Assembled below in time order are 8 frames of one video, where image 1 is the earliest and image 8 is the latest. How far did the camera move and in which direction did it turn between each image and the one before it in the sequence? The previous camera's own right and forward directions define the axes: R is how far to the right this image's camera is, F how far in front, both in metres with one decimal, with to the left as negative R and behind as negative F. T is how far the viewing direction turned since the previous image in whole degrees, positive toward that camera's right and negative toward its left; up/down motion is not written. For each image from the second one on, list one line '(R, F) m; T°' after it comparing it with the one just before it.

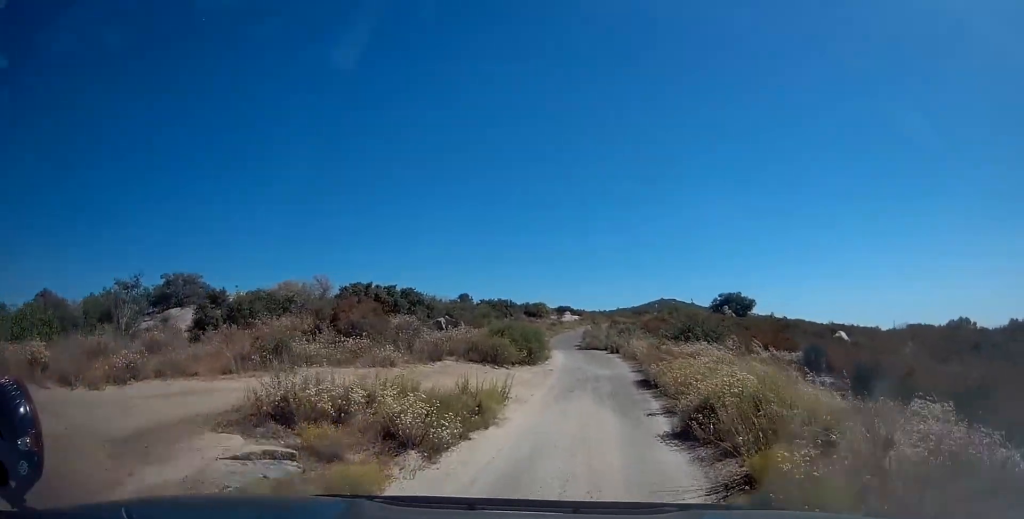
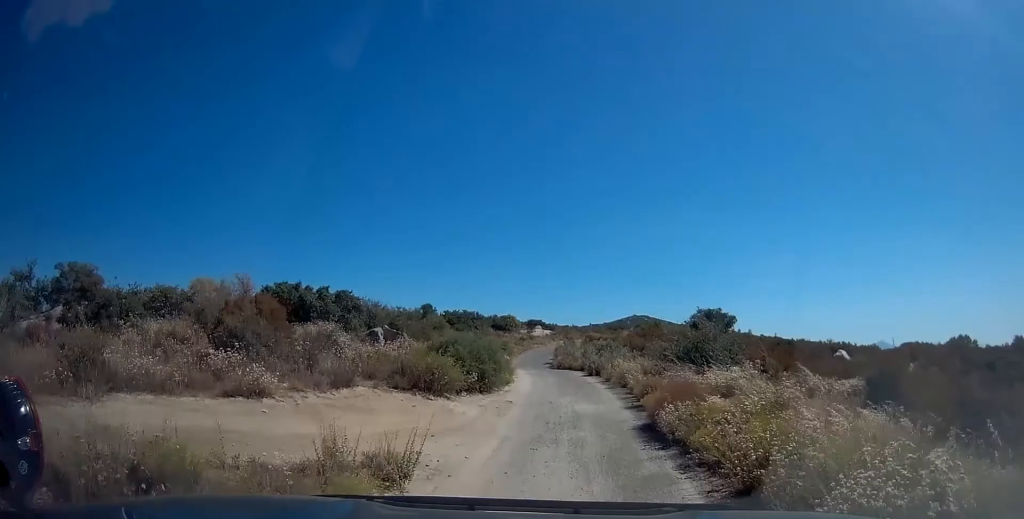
(+0.5, +5.9) m; +5°
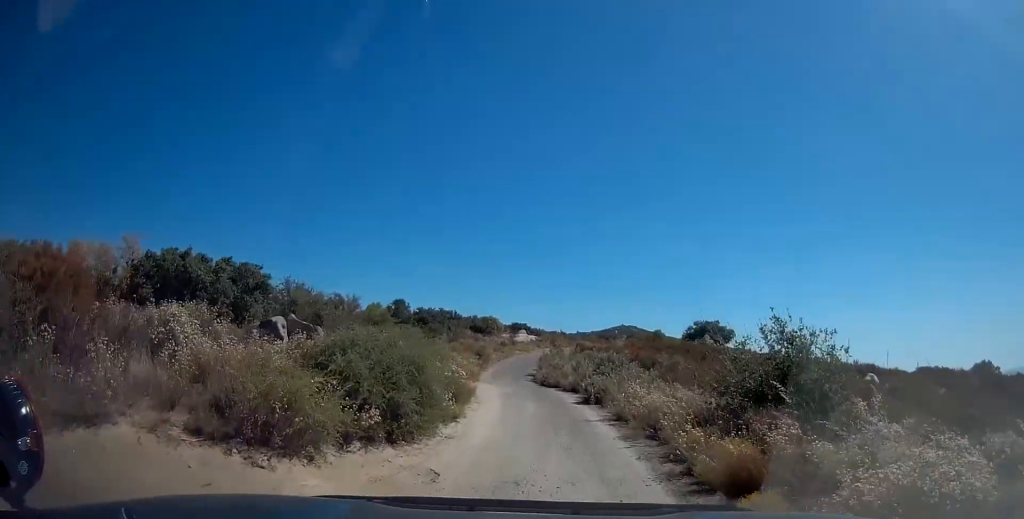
(+0.1, +8.1) m; +6°
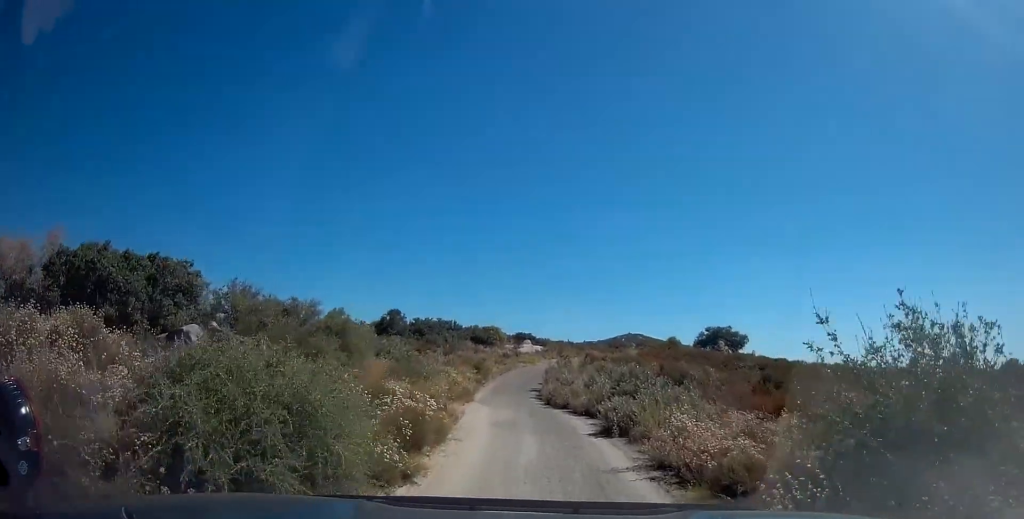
(+0.5, +4.6) m; 0°
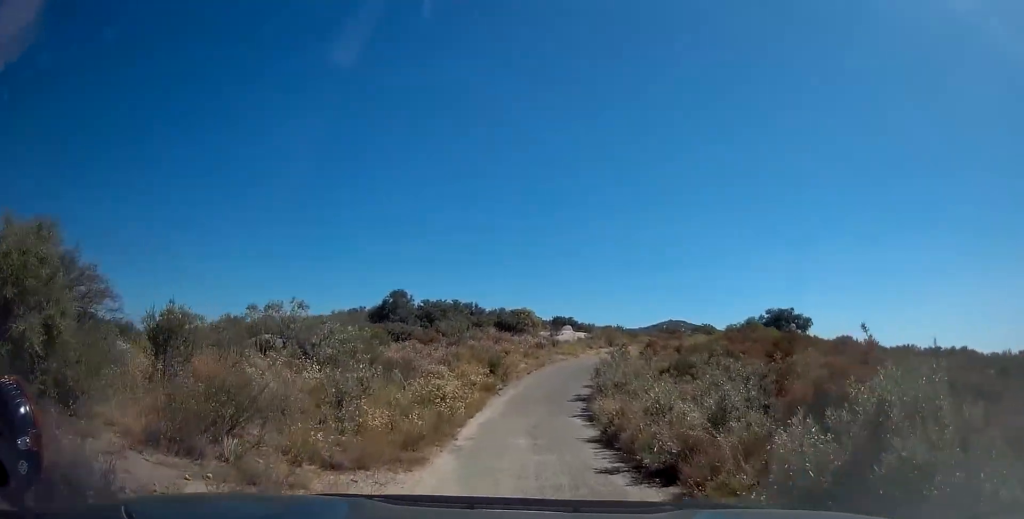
(-0.1, +12.4) m; 0°
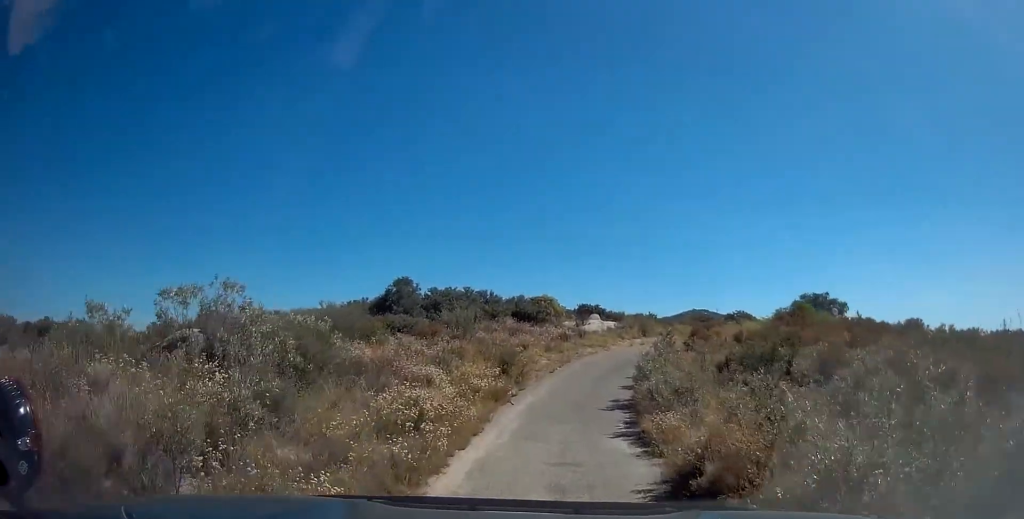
(+0.3, +5.2) m; -1°
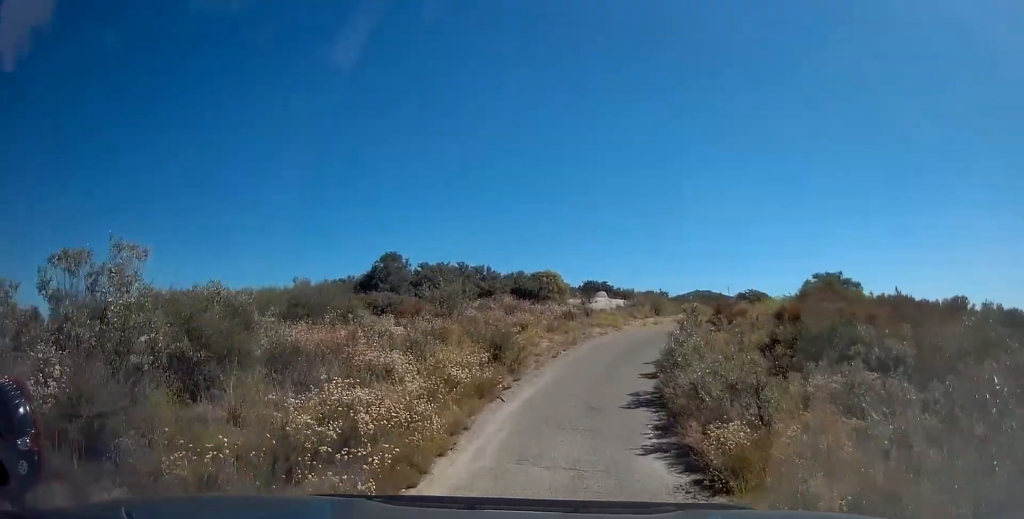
(-0.3, +3.6) m; -3°
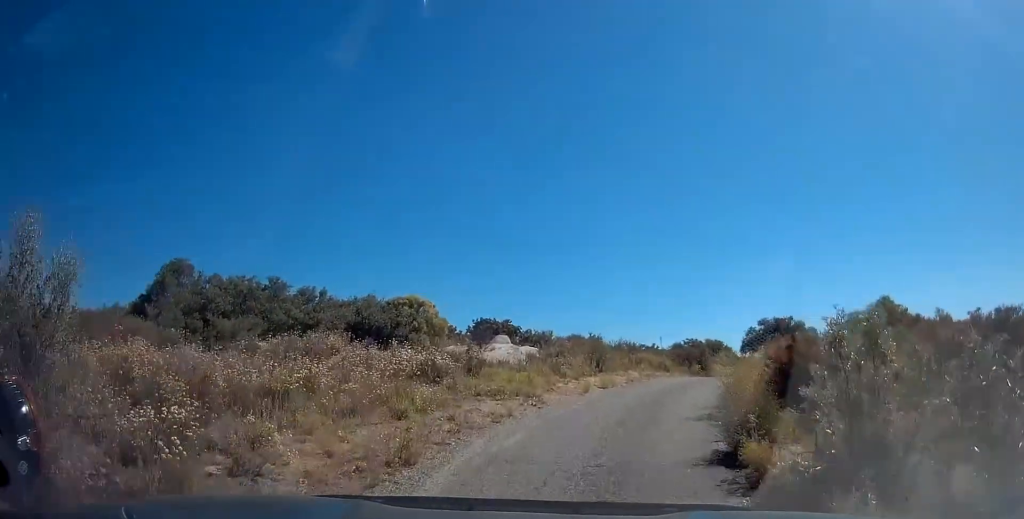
(-0.5, +15.1) m; +2°
